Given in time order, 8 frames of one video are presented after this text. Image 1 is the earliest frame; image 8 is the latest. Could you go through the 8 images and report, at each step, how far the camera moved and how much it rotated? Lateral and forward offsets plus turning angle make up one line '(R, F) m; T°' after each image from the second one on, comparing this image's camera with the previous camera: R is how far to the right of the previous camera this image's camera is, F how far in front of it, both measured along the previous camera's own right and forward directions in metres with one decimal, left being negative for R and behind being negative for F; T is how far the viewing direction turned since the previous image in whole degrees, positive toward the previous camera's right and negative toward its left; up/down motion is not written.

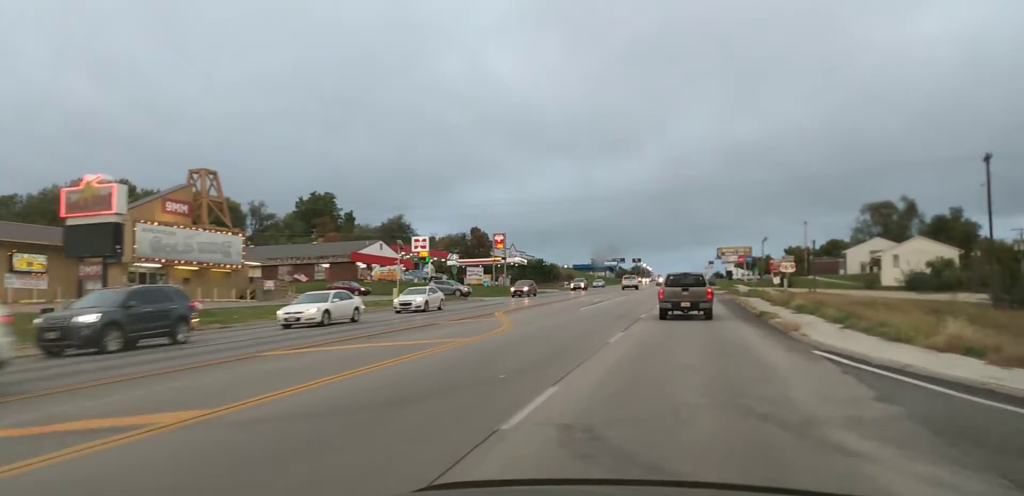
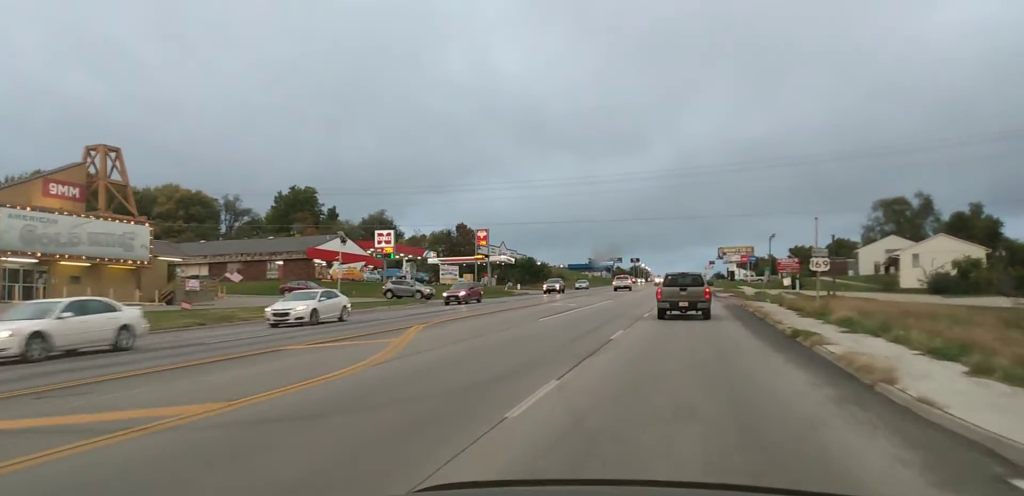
(-0.2, +10.8) m; 0°
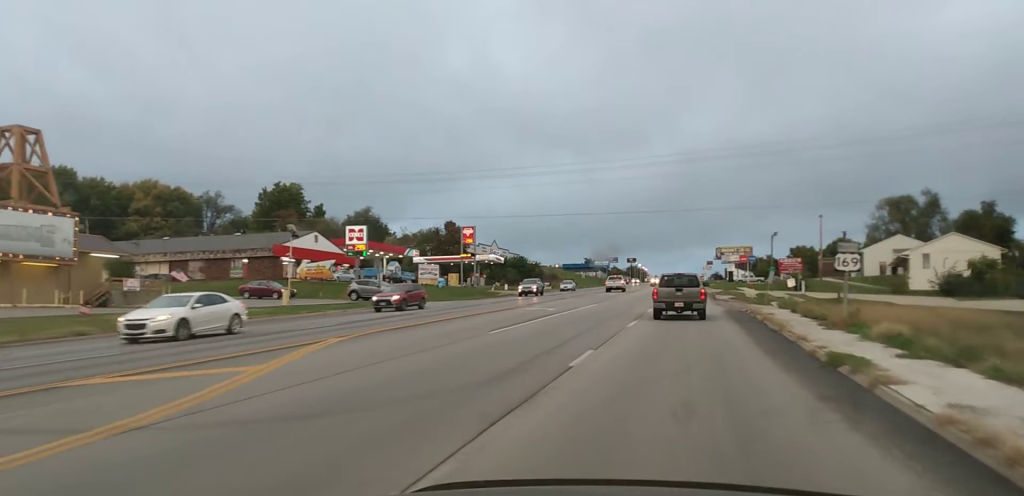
(0.0, +6.8) m; -1°
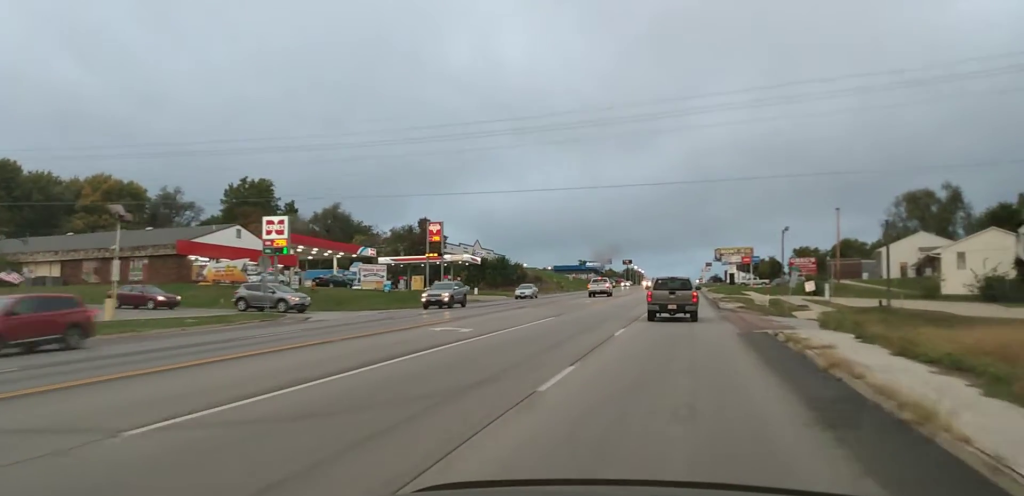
(-0.2, +15.0) m; -2°
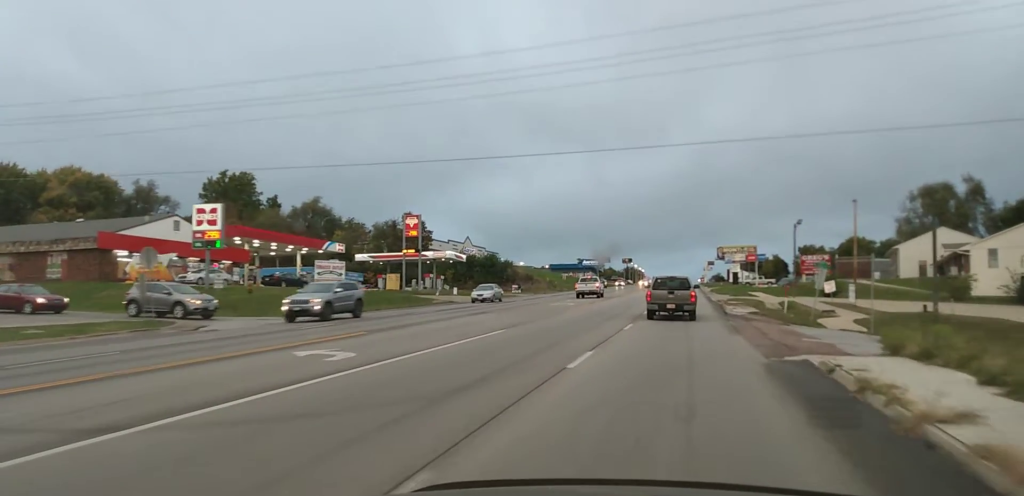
(-0.2, +9.1) m; 0°
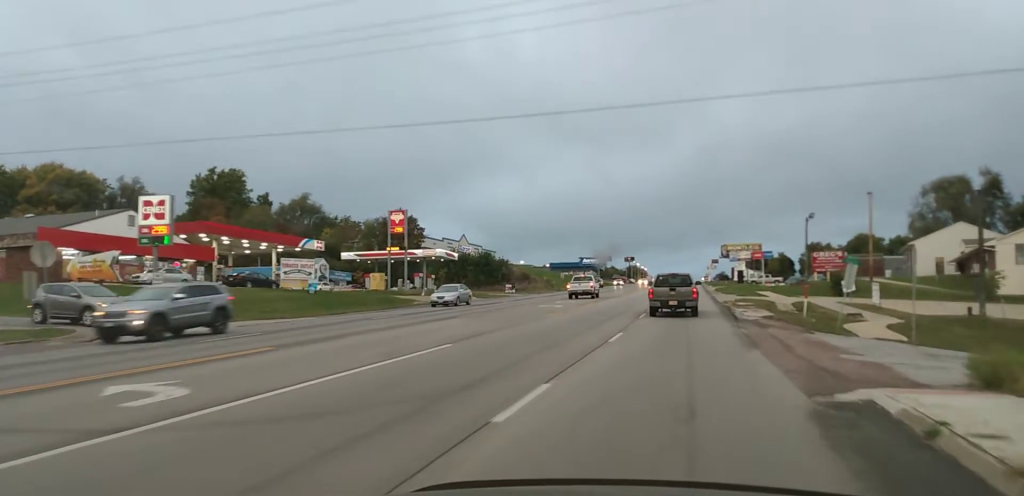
(+0.1, +5.5) m; 0°
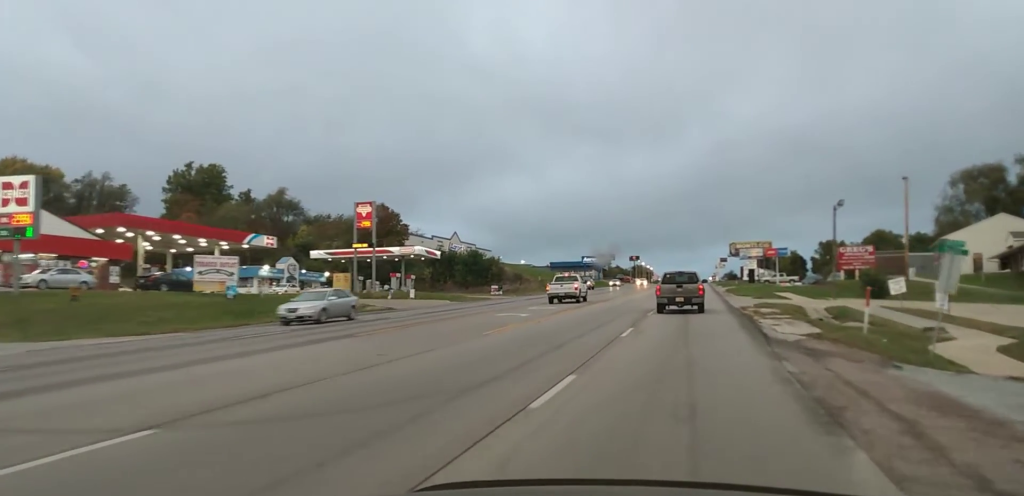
(+0.1, +10.7) m; 0°
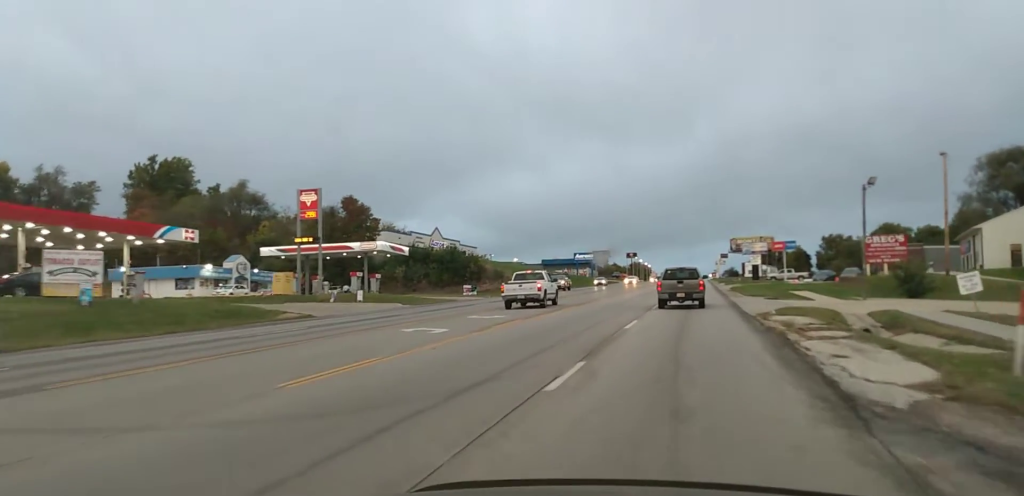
(-0.1, +10.6) m; 0°
